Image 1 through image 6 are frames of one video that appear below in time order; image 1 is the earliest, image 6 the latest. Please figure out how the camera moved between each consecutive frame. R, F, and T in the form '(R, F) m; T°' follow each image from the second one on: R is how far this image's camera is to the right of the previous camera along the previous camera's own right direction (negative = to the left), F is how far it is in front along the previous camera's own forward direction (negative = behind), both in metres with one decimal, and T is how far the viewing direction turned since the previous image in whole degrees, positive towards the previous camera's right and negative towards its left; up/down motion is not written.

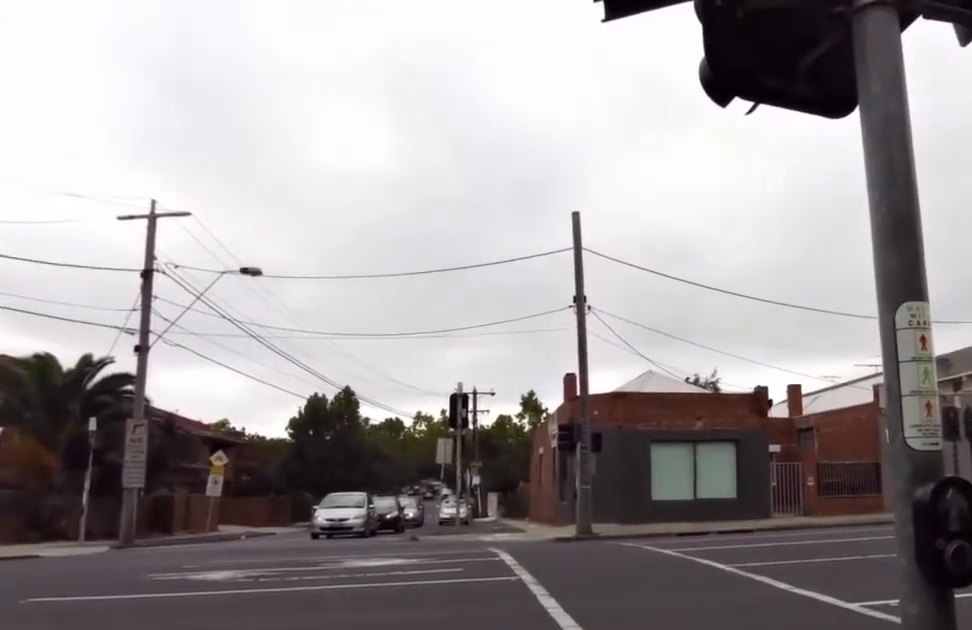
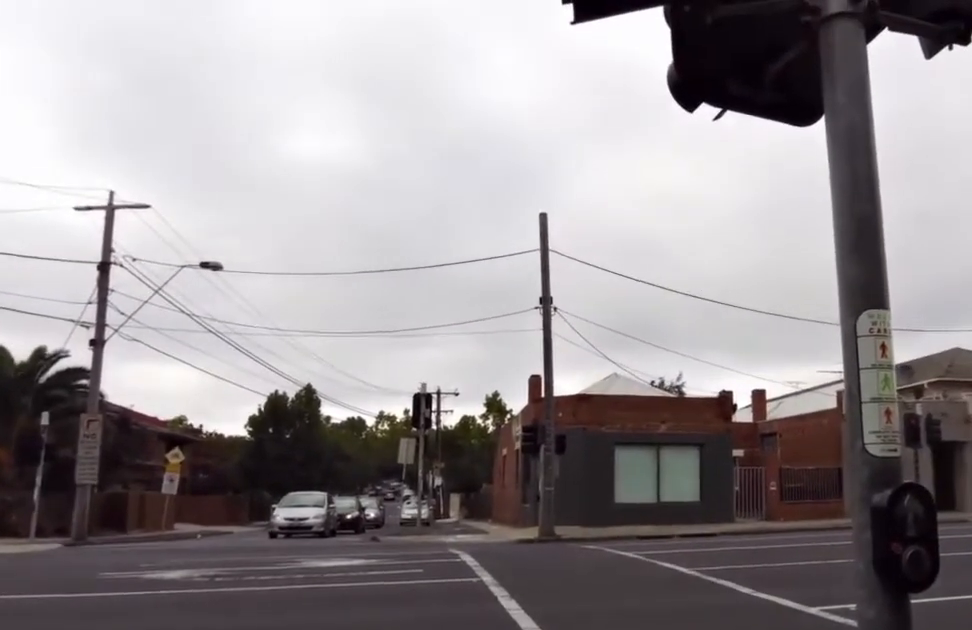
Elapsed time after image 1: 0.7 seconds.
(0.0, 0.0) m; 0°
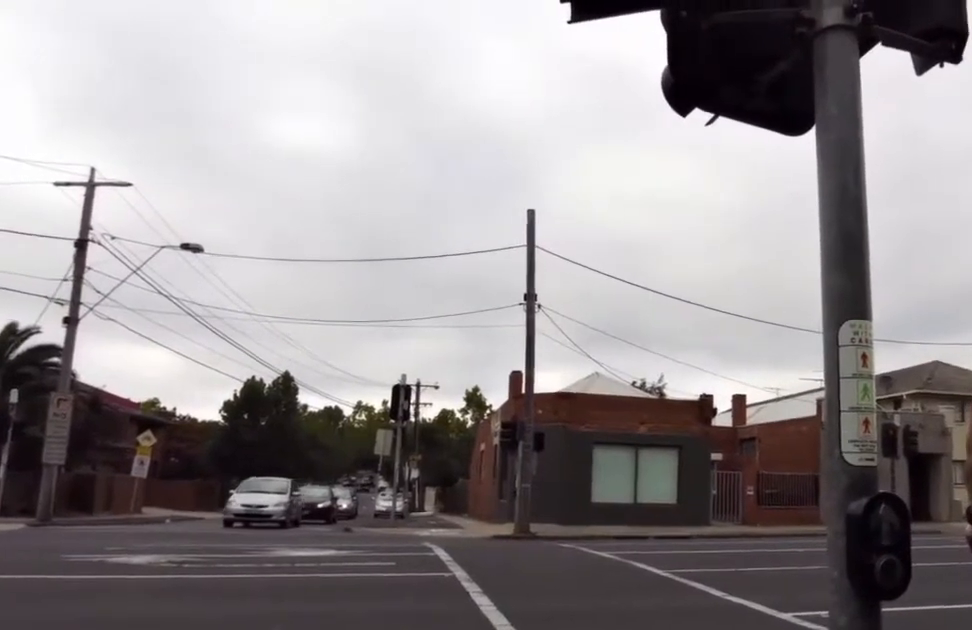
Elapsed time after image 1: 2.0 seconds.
(0.0, 0.0) m; 0°
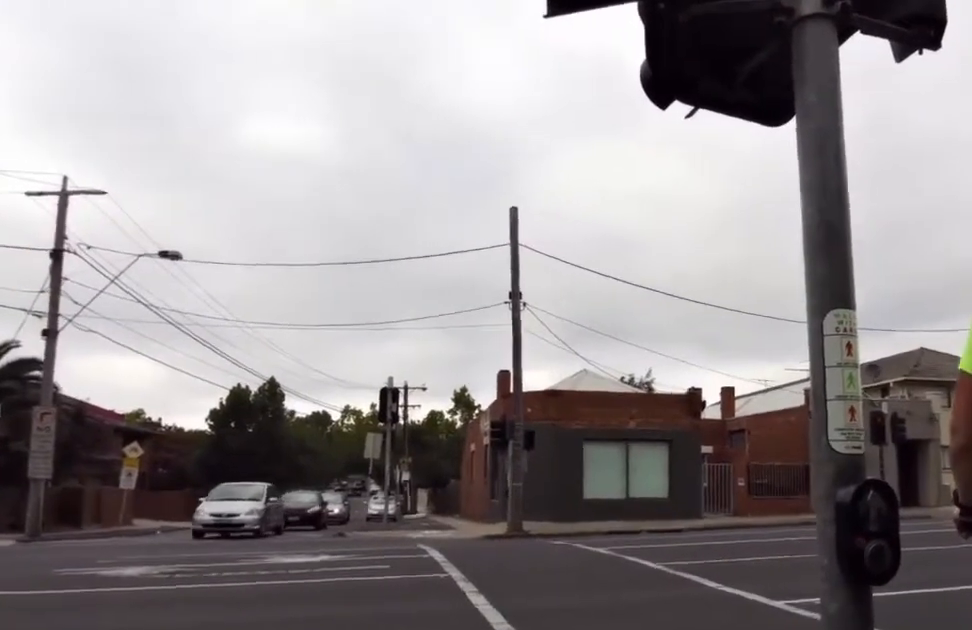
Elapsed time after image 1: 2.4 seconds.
(0.0, 0.0) m; 0°
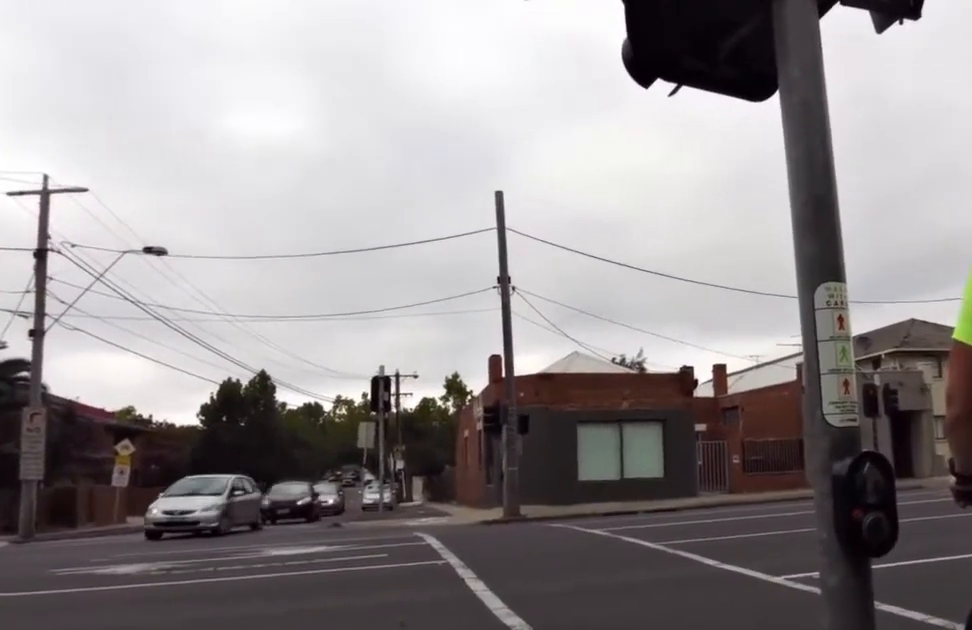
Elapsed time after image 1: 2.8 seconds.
(0.0, 0.0) m; 0°
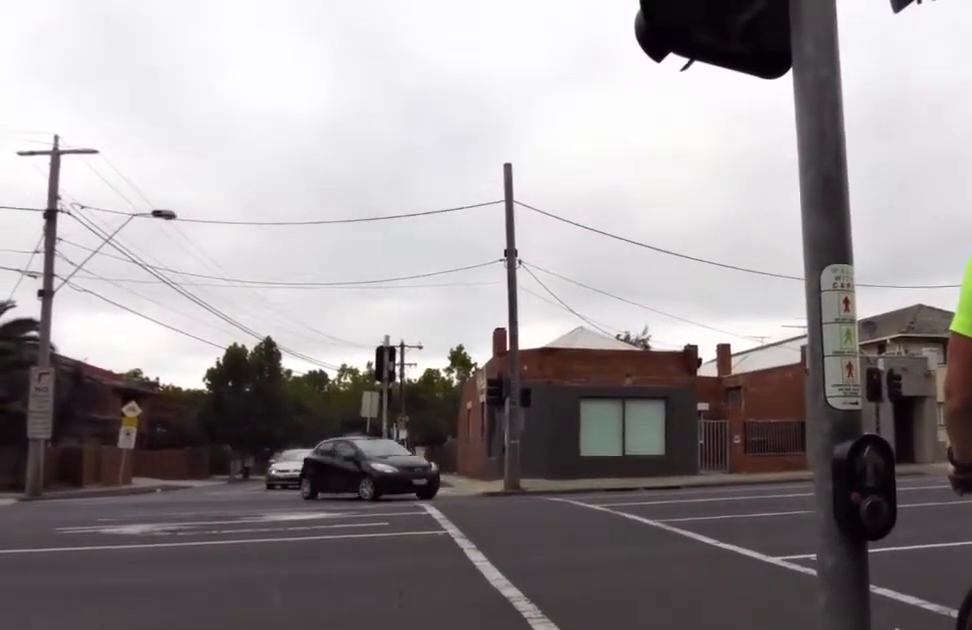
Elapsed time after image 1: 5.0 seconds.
(0.0, 0.0) m; 0°
